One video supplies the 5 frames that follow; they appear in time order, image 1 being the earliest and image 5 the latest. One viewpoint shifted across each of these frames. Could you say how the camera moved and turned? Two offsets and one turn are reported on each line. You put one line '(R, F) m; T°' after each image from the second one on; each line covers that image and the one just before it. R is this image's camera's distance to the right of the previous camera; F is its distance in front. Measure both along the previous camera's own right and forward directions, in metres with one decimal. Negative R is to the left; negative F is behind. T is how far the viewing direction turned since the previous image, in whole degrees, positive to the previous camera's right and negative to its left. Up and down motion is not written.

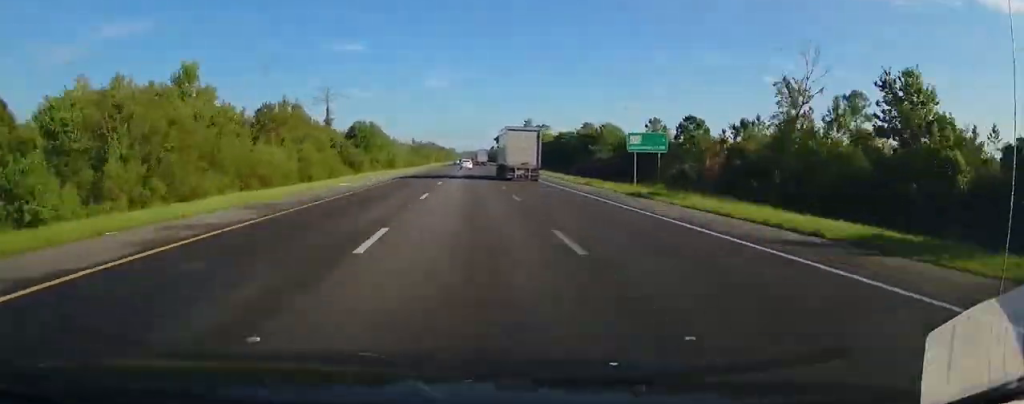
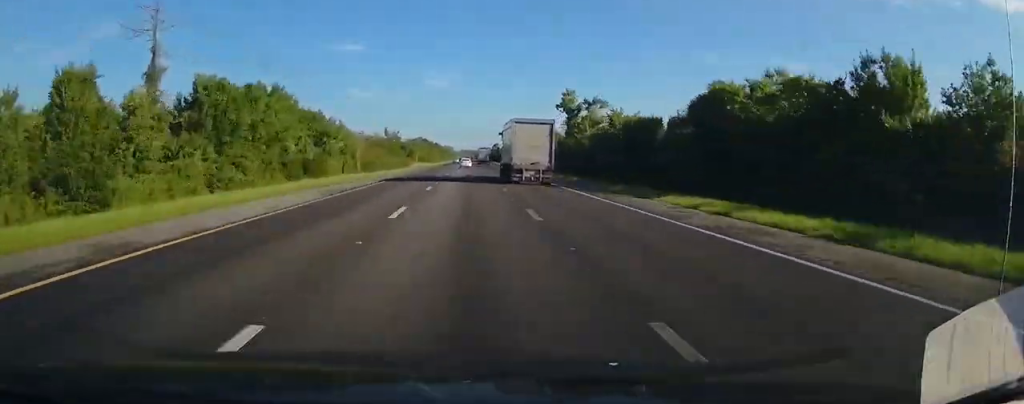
(+0.1, +68.4) m; 0°
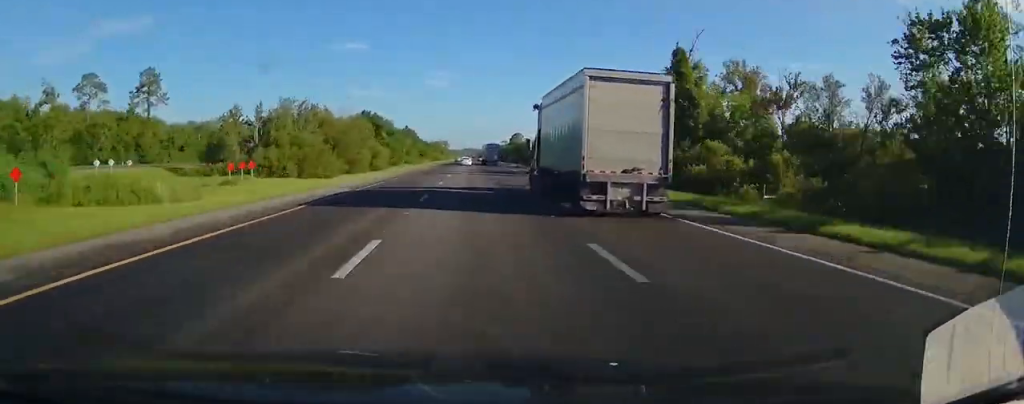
(-0.2, +164.3) m; 0°
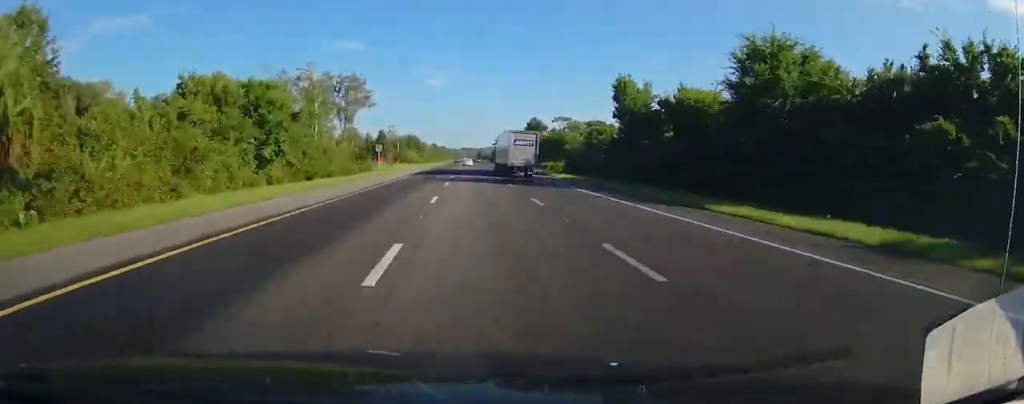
(-2.6, +358.8) m; 0°
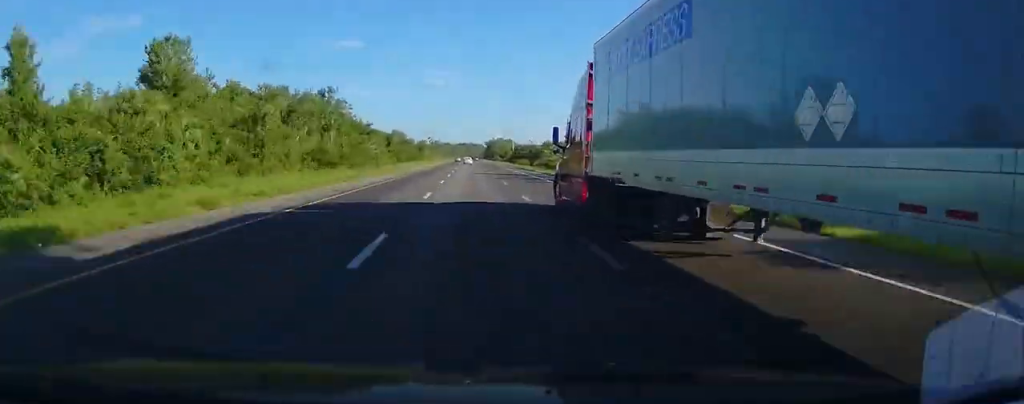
(+6.5, +350.7) m; +1°
